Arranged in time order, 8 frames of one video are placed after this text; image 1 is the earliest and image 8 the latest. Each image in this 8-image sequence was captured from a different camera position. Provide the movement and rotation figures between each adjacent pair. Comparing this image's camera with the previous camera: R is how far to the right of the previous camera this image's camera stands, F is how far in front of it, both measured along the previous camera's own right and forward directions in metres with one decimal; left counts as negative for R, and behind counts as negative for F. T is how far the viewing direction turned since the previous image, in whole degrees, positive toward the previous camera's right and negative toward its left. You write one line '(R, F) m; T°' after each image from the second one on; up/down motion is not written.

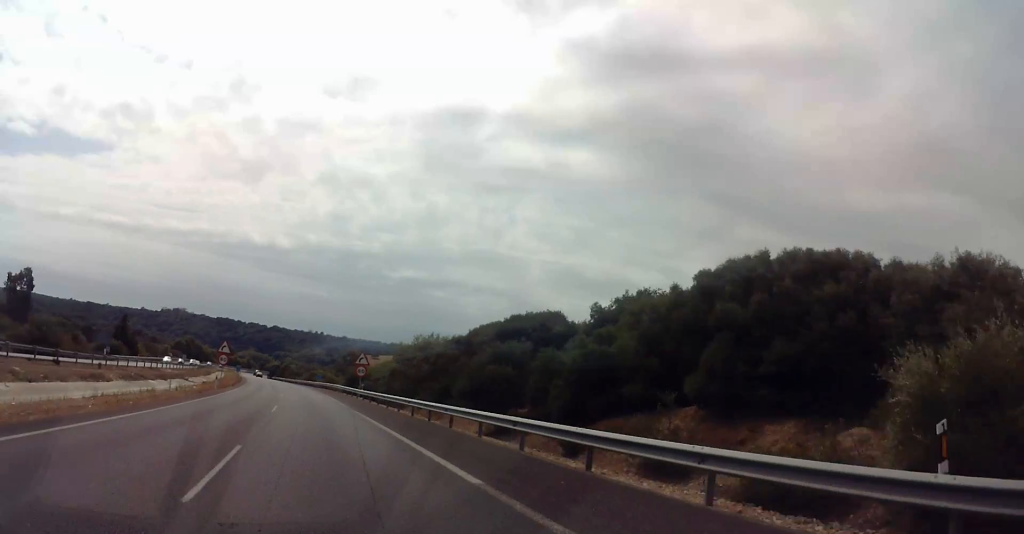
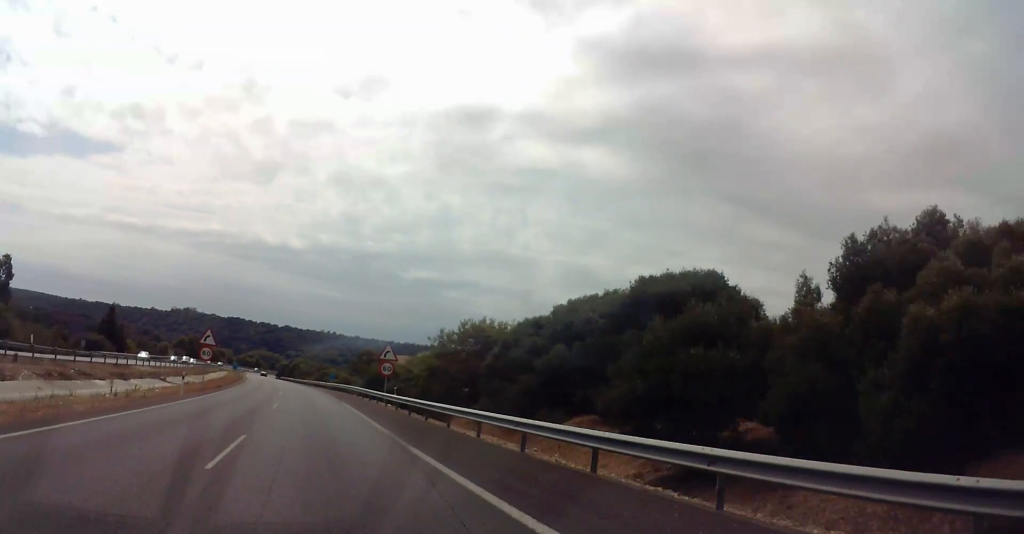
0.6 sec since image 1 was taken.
(+0.2, +15.6) m; 0°
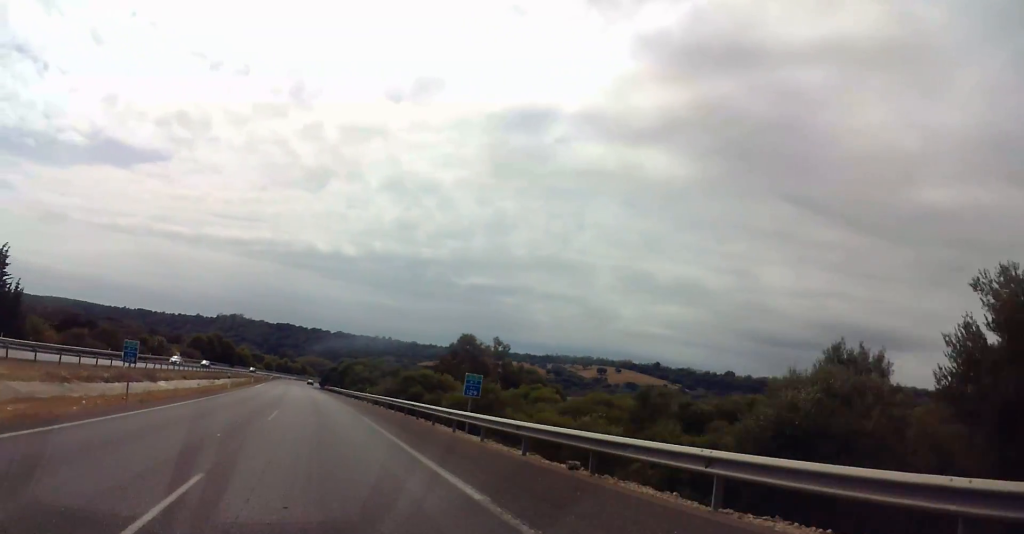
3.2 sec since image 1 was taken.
(-2.5, +61.3) m; -5°
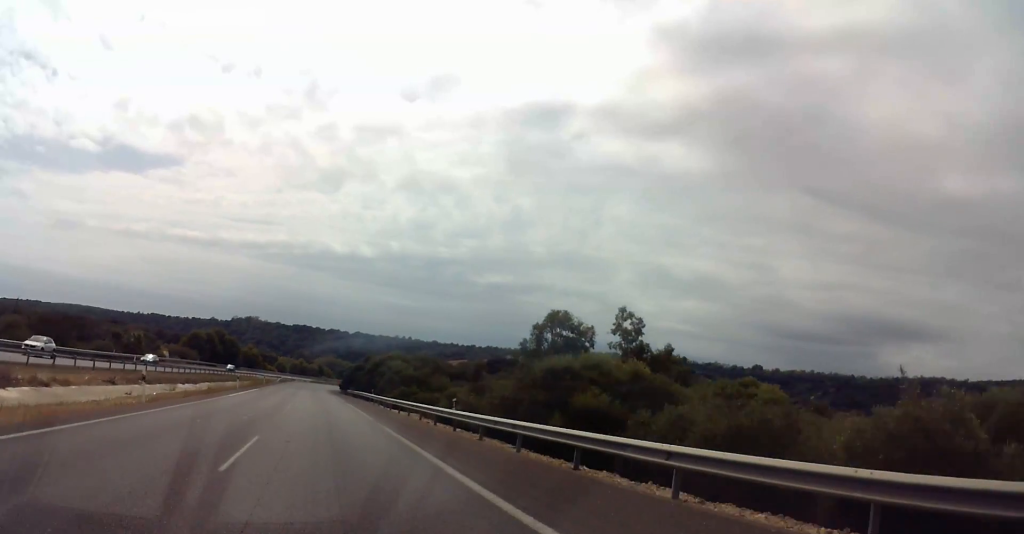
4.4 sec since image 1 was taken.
(+0.1, +30.9) m; +1°
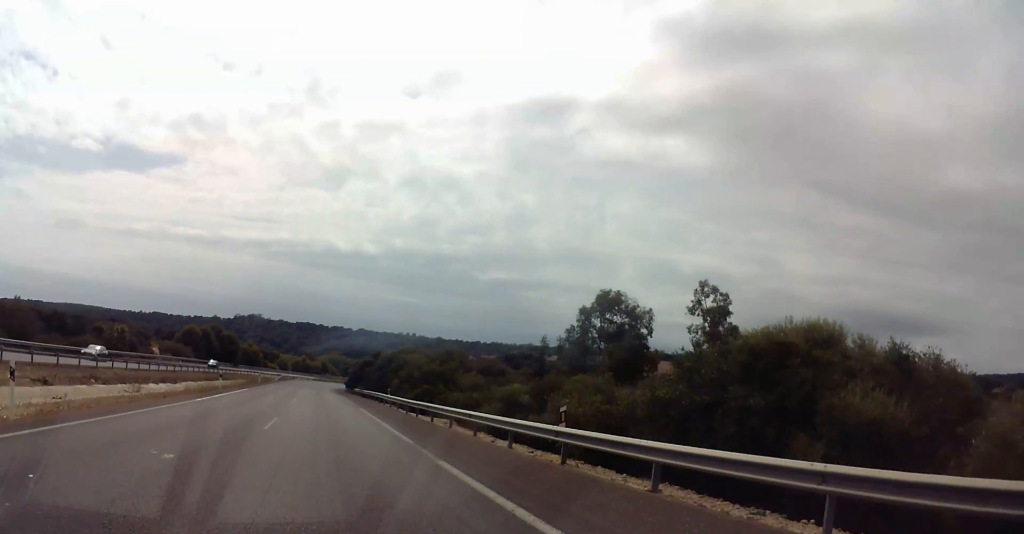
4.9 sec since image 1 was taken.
(+0.1, +10.6) m; 0°
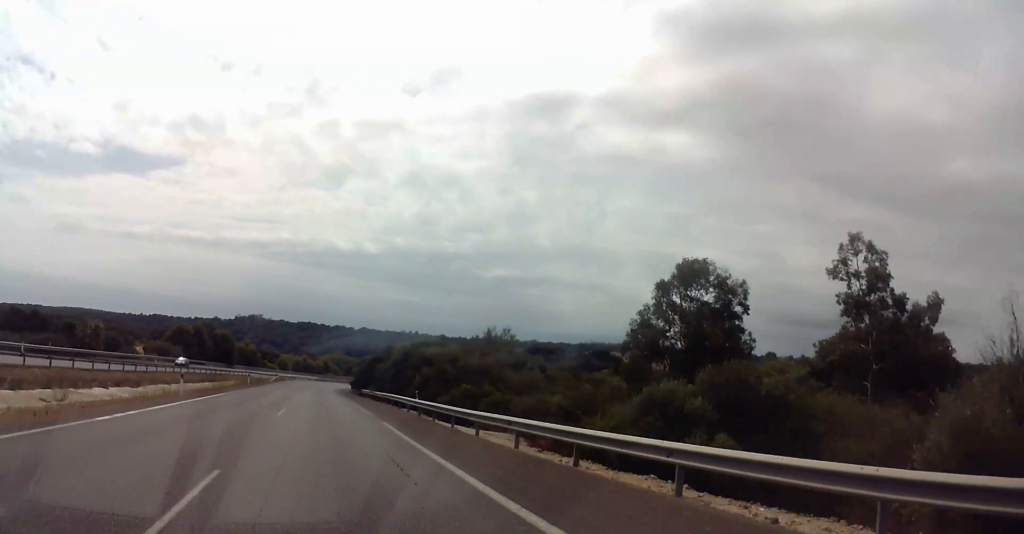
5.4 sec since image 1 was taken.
(0.0, +13.5) m; 0°
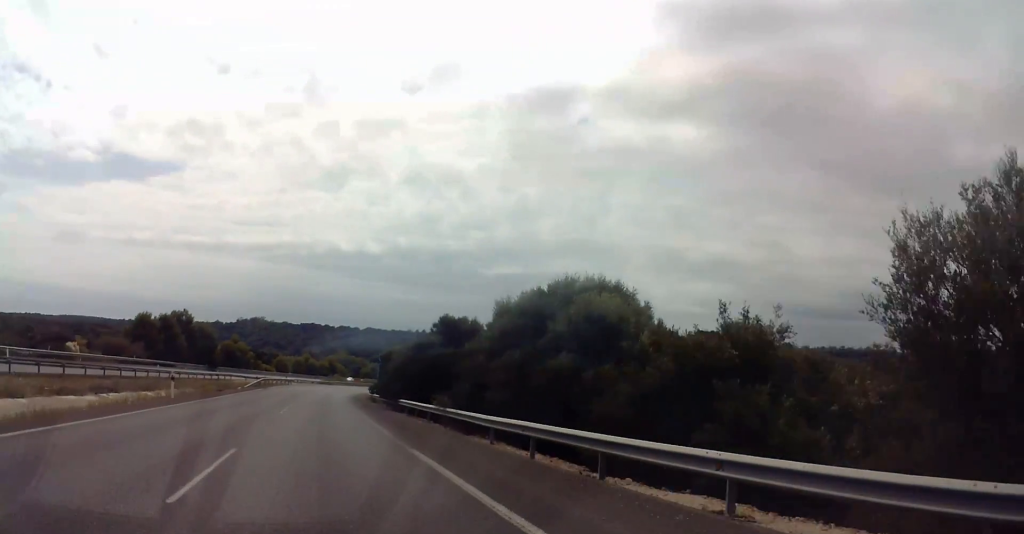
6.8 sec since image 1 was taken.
(-0.2, +33.7) m; -1°
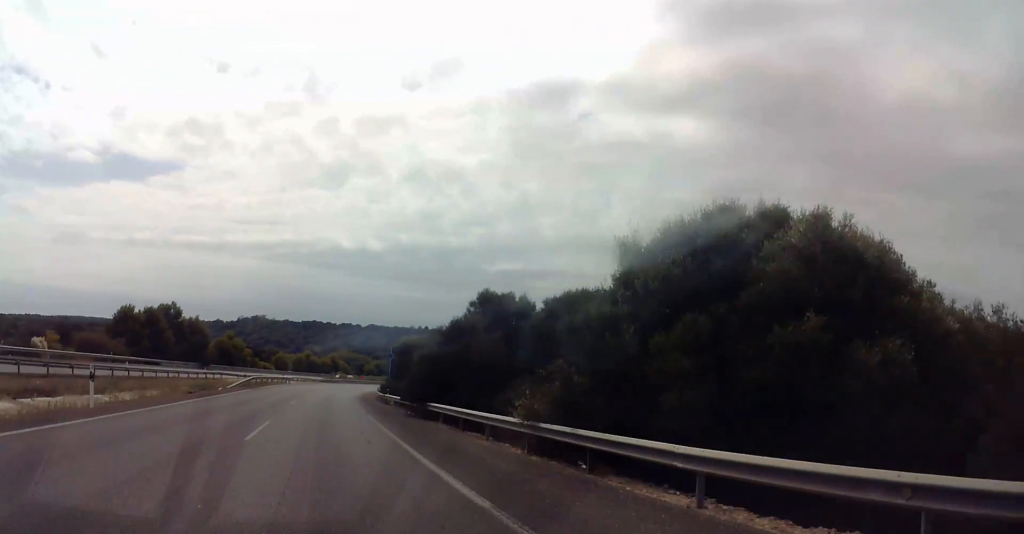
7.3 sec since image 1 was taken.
(0.0, +11.4) m; 0°
